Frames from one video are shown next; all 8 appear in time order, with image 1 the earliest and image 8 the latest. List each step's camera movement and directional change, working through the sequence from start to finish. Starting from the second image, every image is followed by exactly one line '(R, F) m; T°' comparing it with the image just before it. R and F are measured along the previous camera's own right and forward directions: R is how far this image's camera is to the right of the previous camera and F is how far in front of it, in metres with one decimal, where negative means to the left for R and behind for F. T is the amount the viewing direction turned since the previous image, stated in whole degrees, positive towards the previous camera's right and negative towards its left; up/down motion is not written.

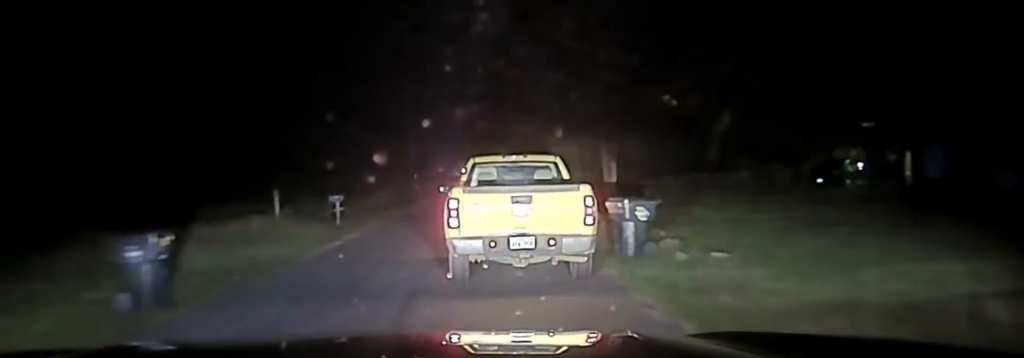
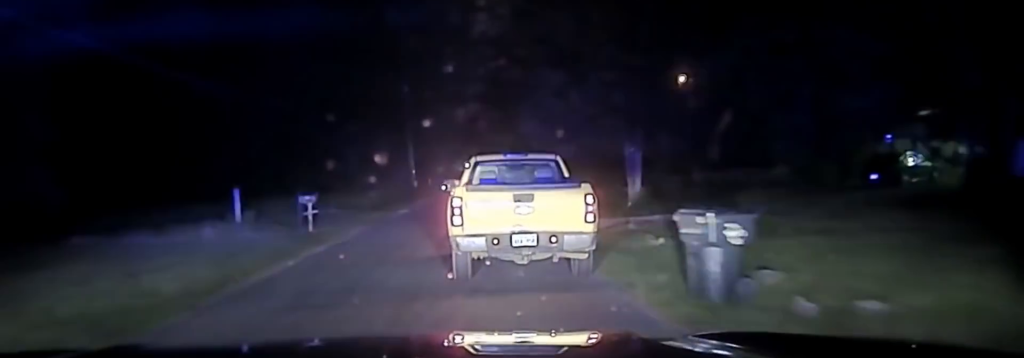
(-0.1, +6.1) m; -1°
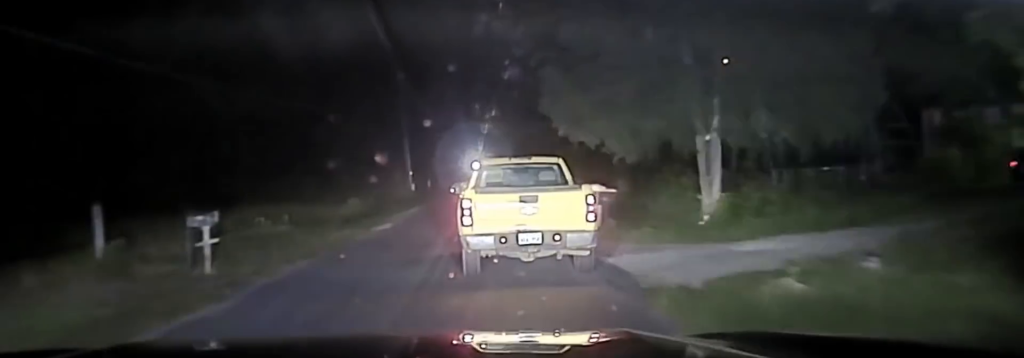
(0.0, +11.8) m; 0°
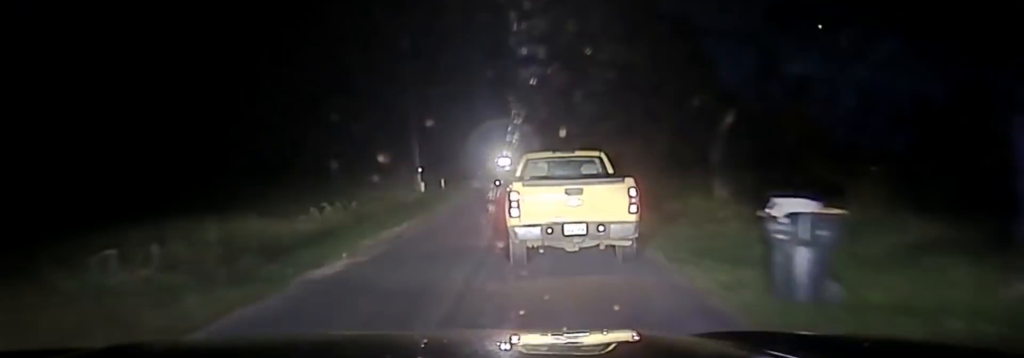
(0.0, +14.4) m; +1°
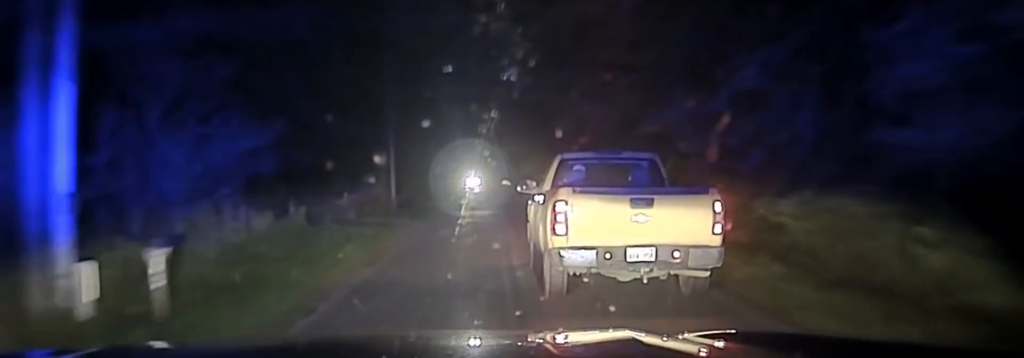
(+0.3, +43.0) m; +1°
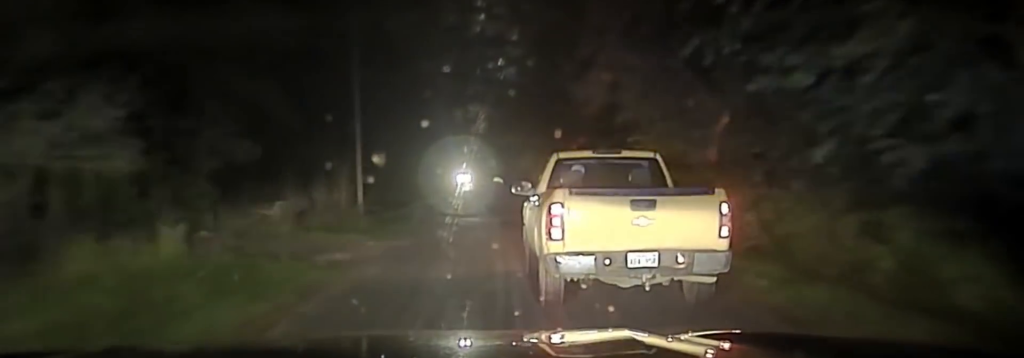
(+0.2, +9.0) m; 0°
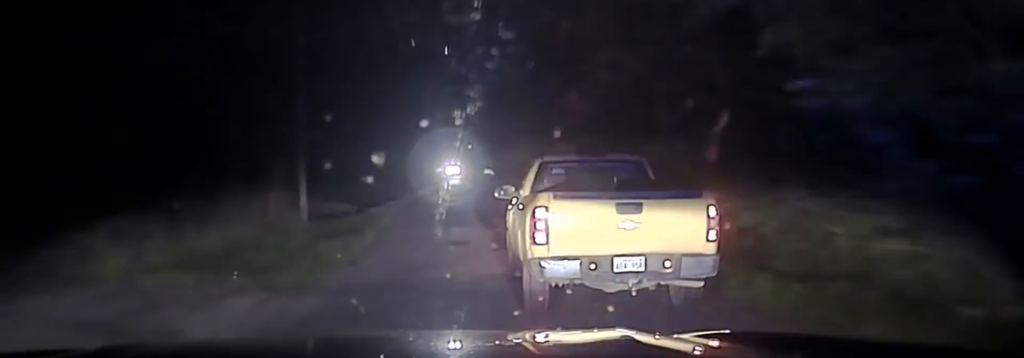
(-0.2, +10.1) m; 0°
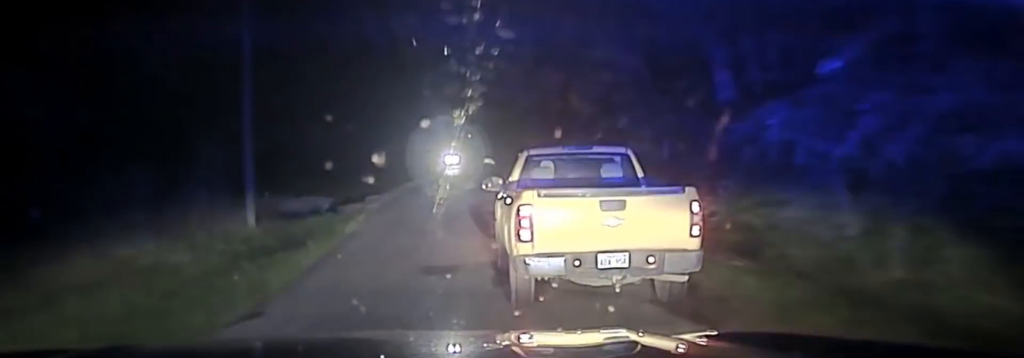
(0.0, +6.8) m; 0°
